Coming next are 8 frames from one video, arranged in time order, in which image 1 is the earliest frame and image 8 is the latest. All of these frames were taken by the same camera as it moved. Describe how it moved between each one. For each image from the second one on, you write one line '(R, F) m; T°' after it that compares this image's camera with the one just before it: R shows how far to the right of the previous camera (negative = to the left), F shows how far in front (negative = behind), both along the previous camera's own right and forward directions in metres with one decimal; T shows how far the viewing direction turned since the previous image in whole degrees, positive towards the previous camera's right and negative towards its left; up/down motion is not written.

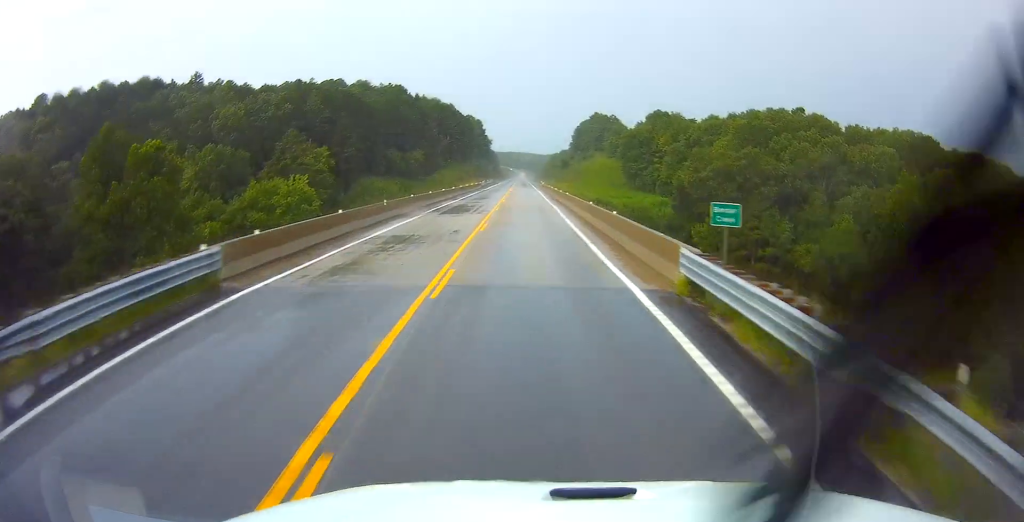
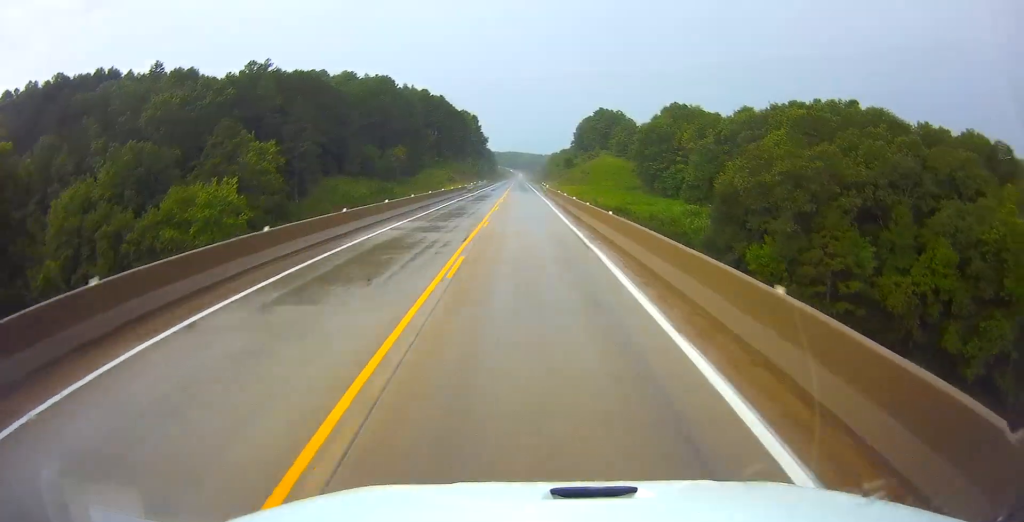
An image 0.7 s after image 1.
(0.0, +22.2) m; 0°
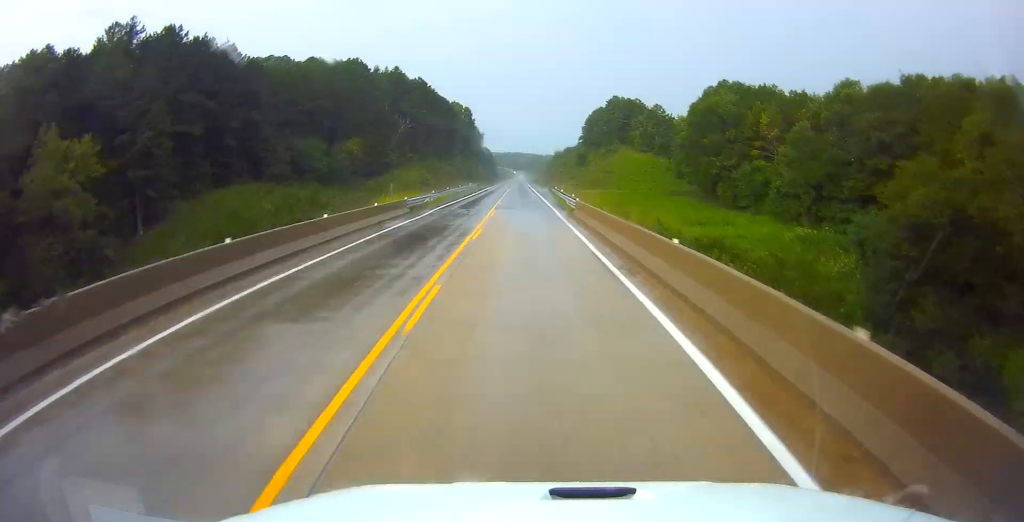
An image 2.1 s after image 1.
(-0.1, +40.4) m; 0°
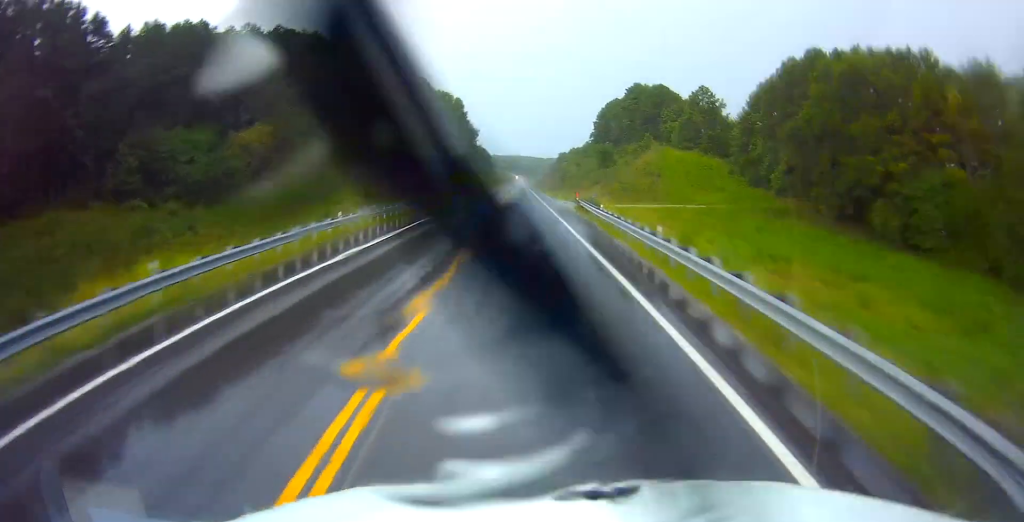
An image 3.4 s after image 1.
(0.0, +40.7) m; 0°
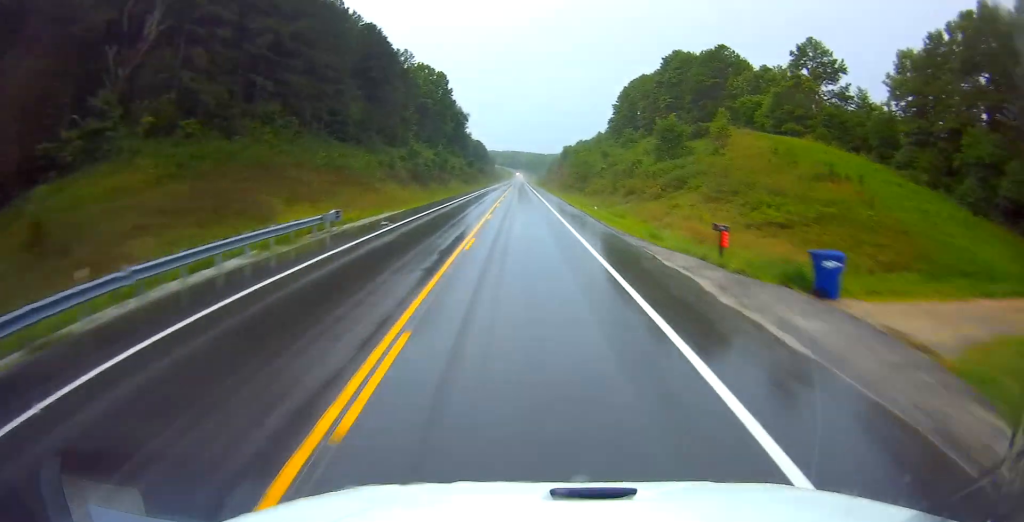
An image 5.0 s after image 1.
(-0.1, +47.6) m; 0°
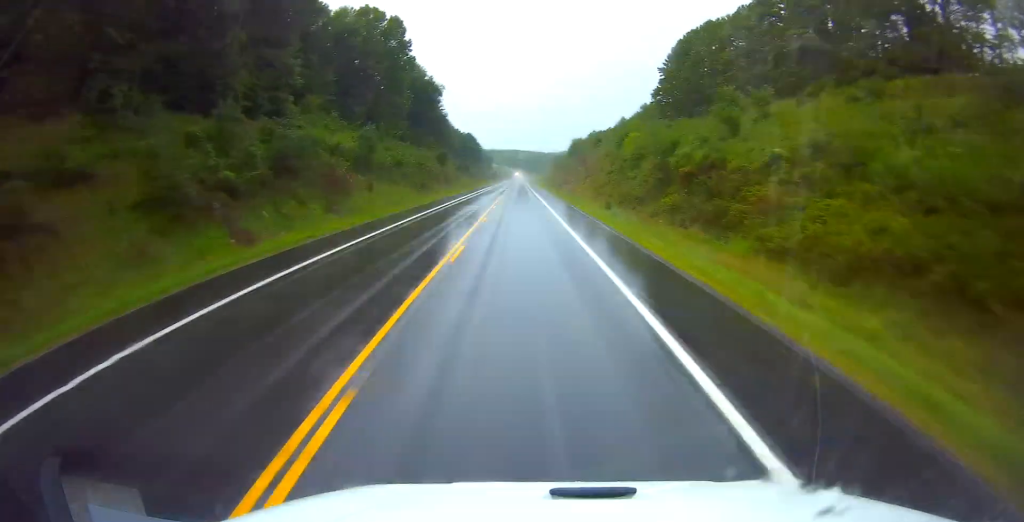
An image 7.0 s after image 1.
(+0.6, +62.8) m; 0°
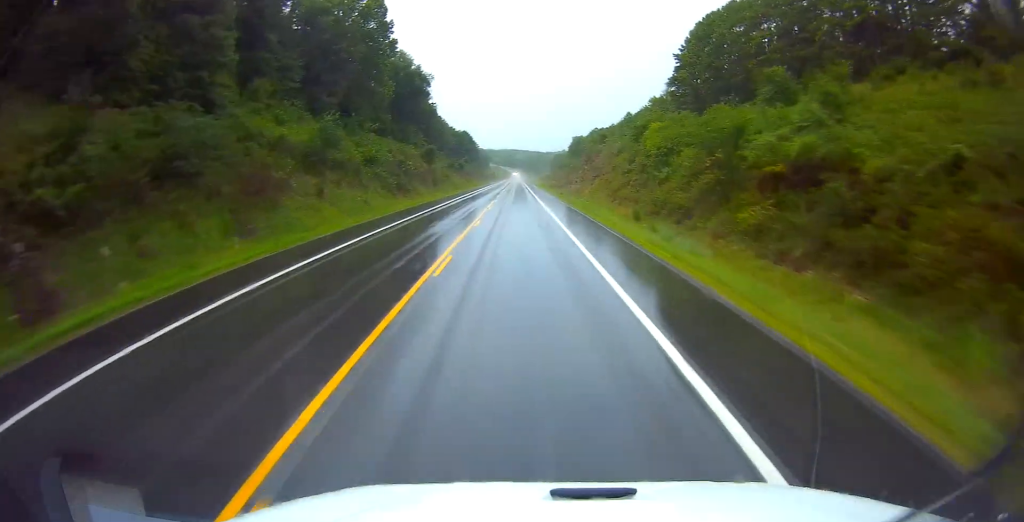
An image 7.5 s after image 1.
(-0.1, +14.1) m; 0°
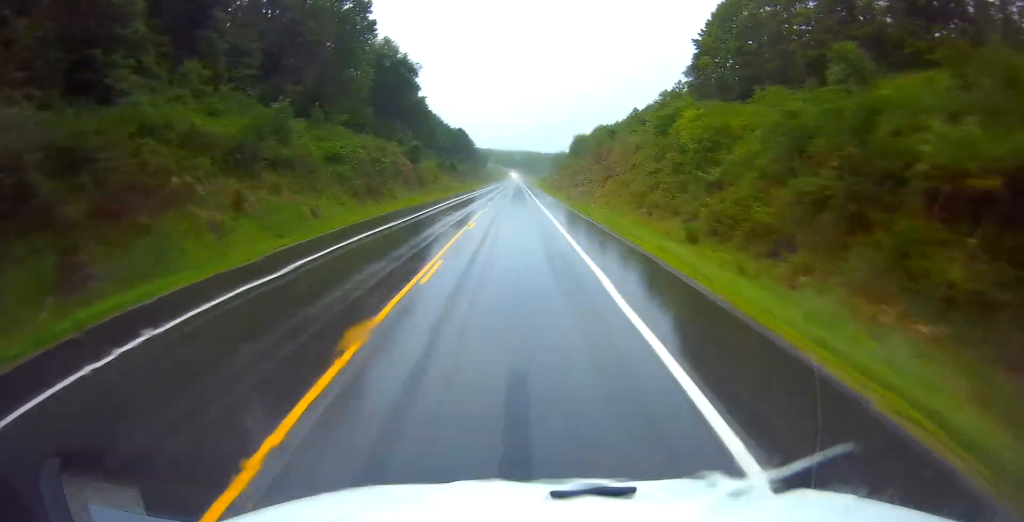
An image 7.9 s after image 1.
(-0.2, +13.1) m; 0°
